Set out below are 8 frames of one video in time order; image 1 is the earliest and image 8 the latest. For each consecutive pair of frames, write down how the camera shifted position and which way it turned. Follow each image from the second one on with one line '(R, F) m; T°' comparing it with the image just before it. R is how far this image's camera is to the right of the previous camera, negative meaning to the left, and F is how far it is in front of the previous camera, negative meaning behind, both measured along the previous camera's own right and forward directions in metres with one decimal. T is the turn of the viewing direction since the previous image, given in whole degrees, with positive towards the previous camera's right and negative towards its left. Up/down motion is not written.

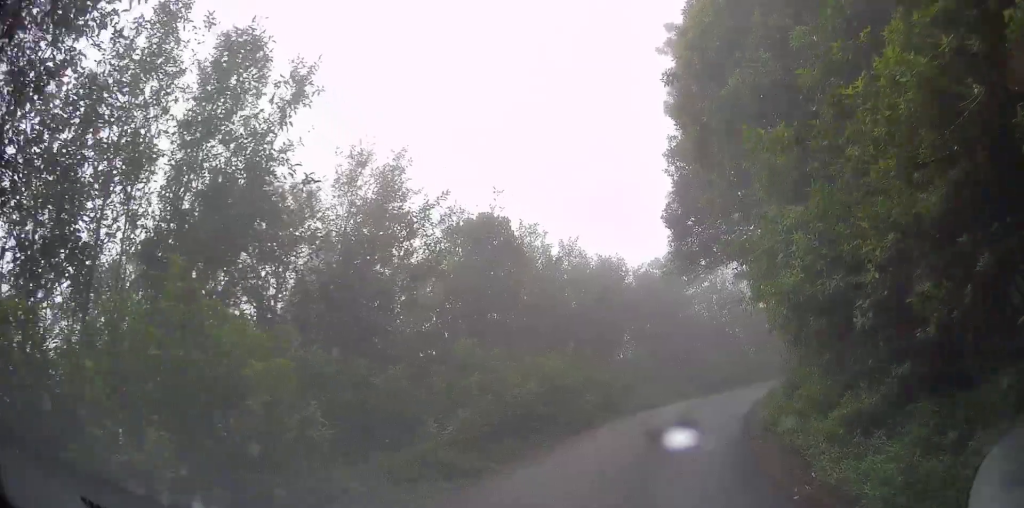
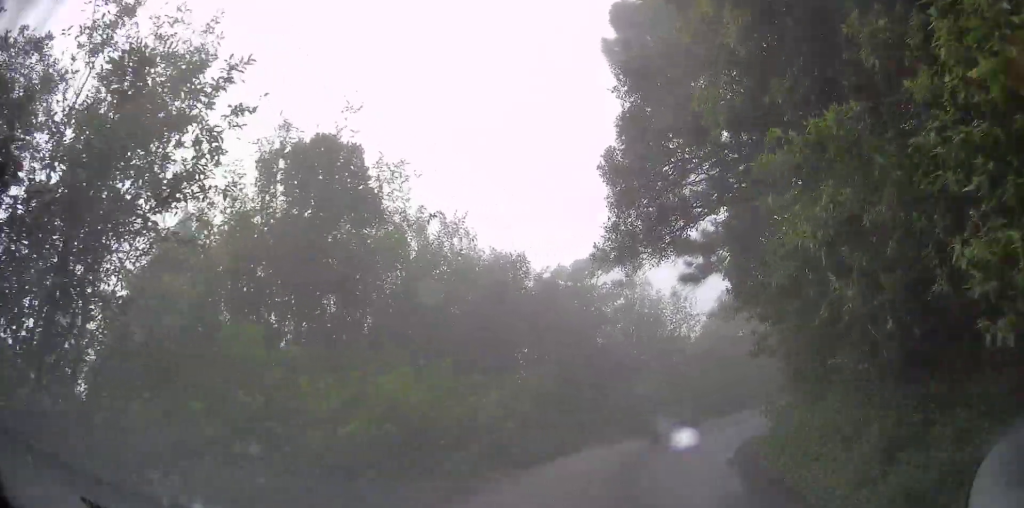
(+0.8, +5.9) m; +27°
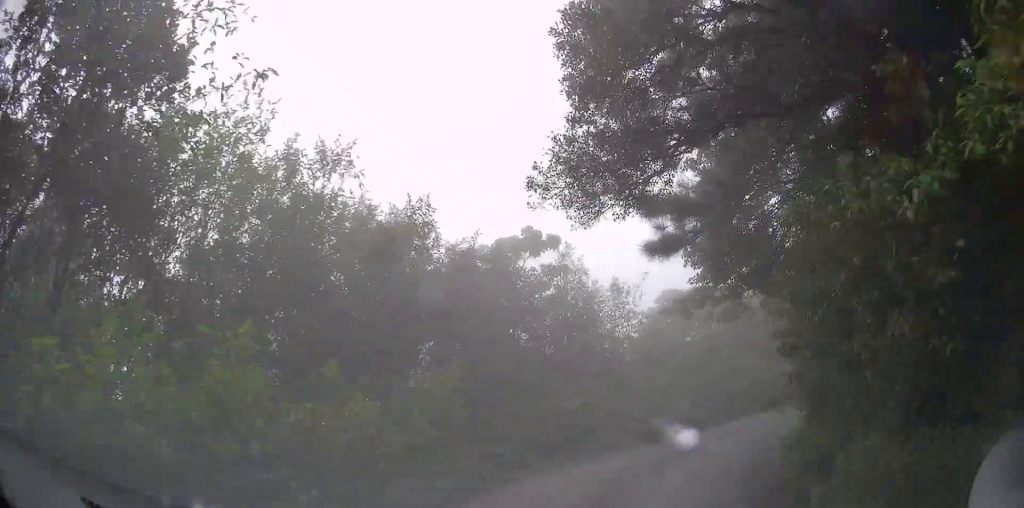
(+1.5, +4.0) m; +17°
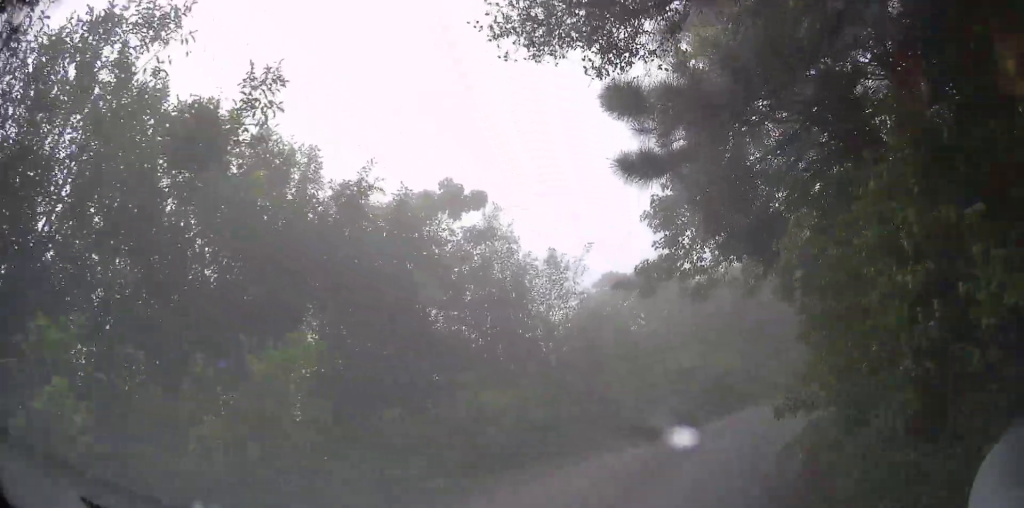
(+0.5, +4.2) m; +8°
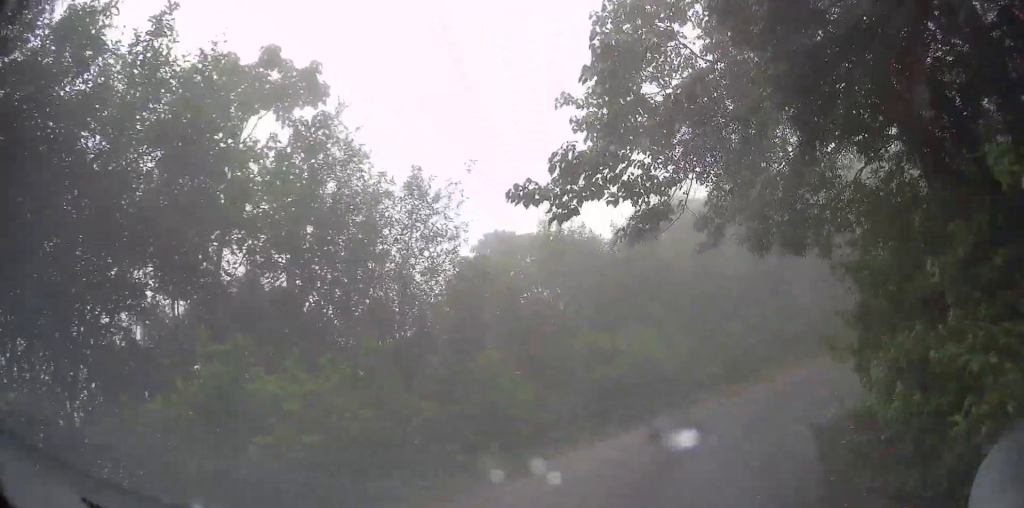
(+0.1, +4.8) m; +1°
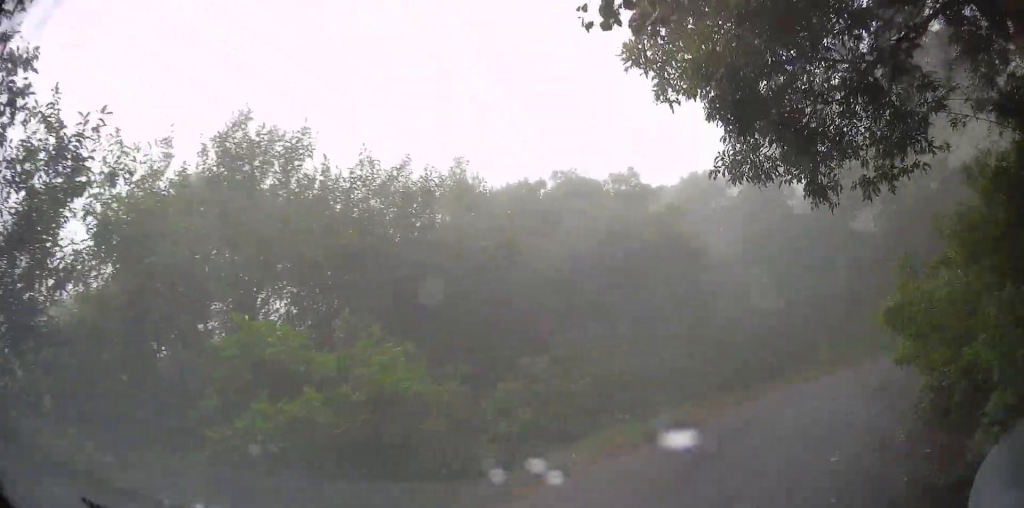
(0.0, +4.4) m; 0°
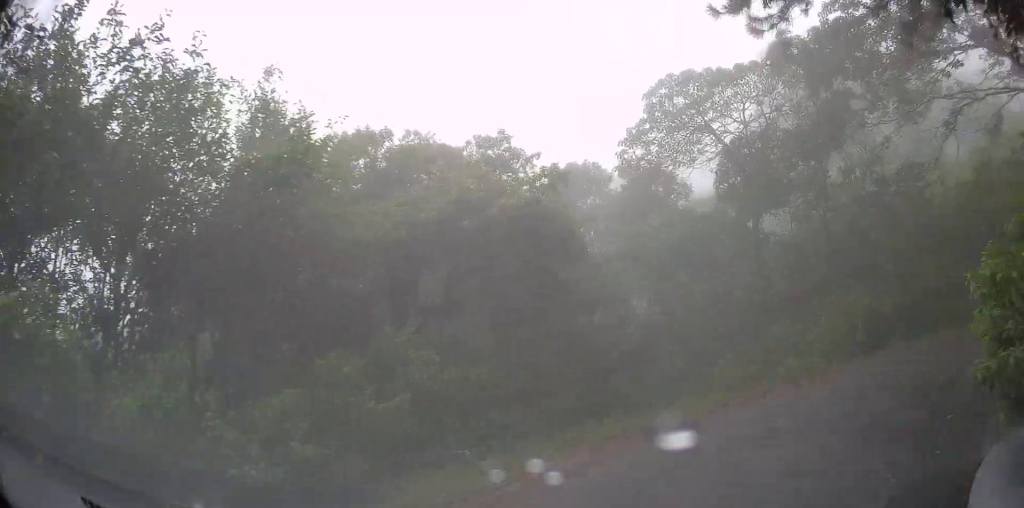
(0.0, +4.0) m; 0°
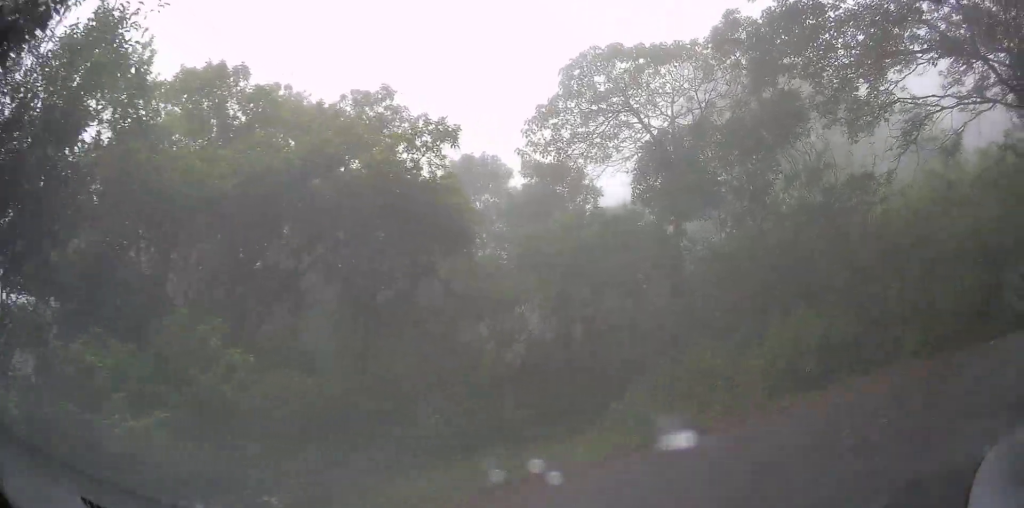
(0.0, +3.0) m; +11°
